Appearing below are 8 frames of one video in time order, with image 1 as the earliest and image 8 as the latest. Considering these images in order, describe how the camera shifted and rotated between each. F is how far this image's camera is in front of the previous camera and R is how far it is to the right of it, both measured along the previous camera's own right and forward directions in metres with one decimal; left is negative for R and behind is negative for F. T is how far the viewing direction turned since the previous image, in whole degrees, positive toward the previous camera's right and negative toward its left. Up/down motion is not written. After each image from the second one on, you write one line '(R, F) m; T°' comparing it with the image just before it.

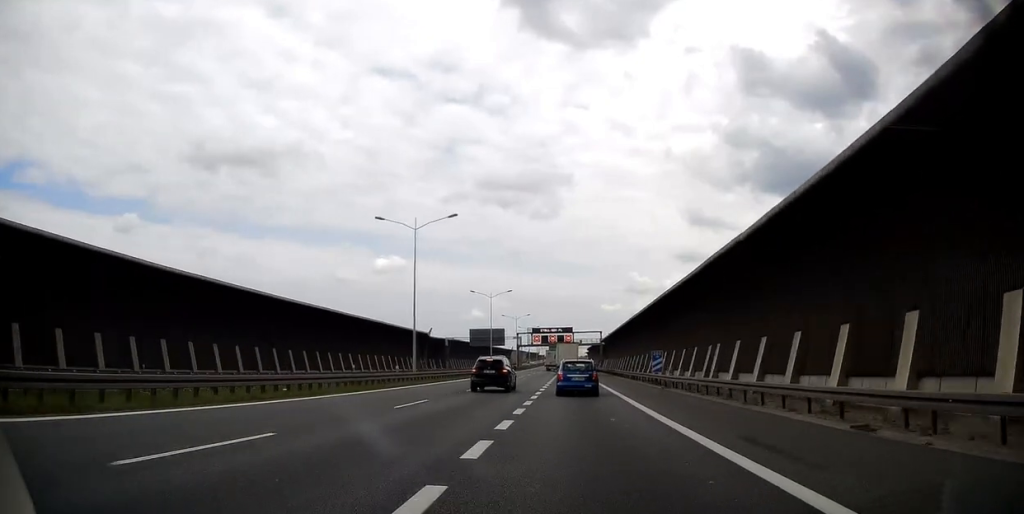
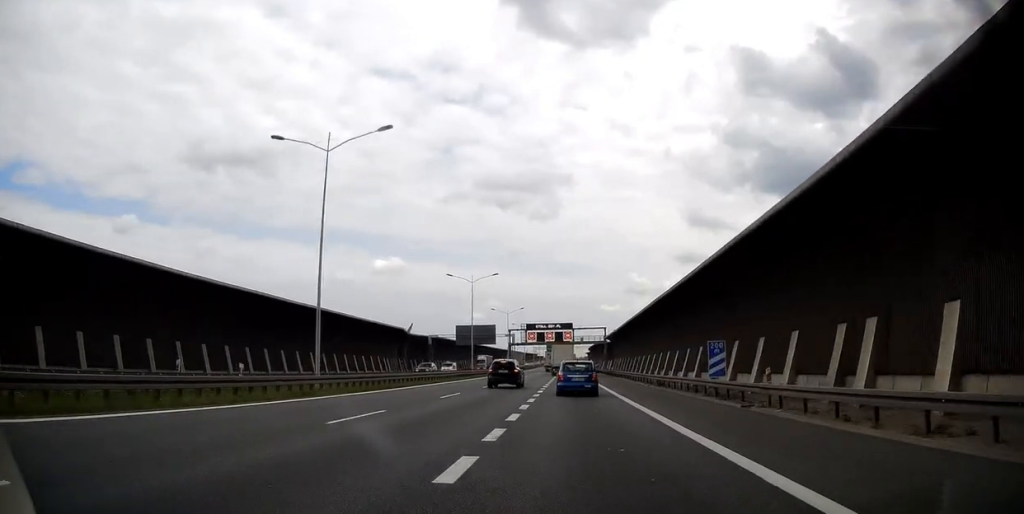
(0.0, +18.0) m; +1°
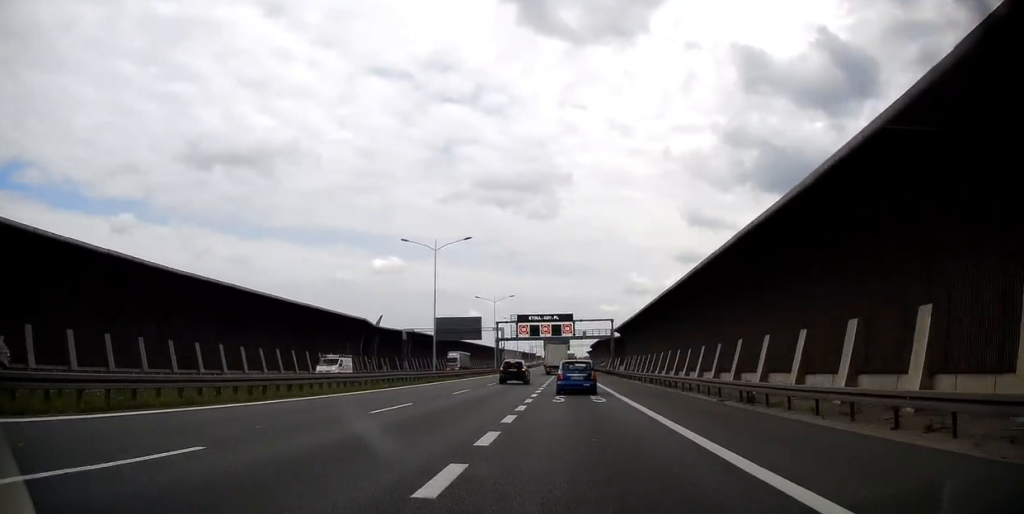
(+0.4, +21.0) m; 0°
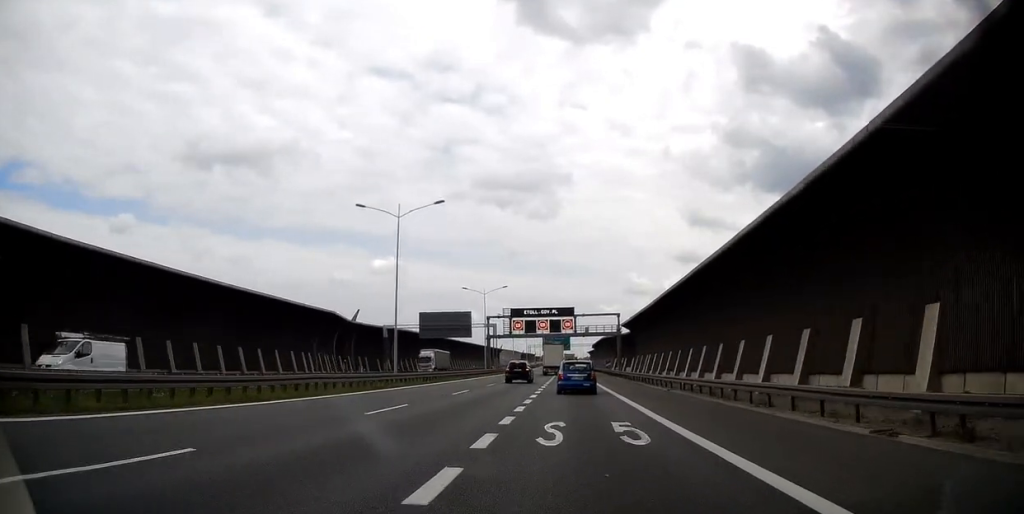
(-0.2, +12.4) m; -1°
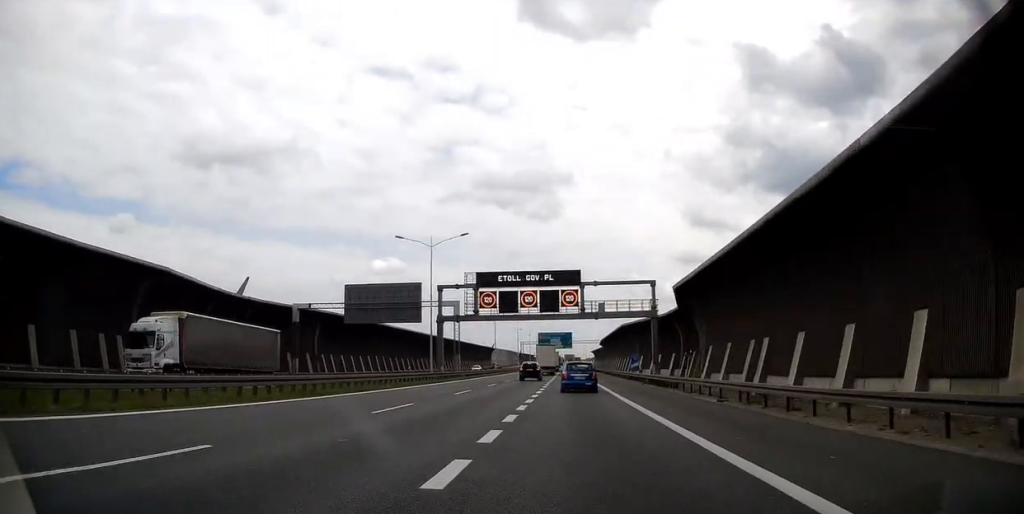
(-0.2, +35.6) m; +1°
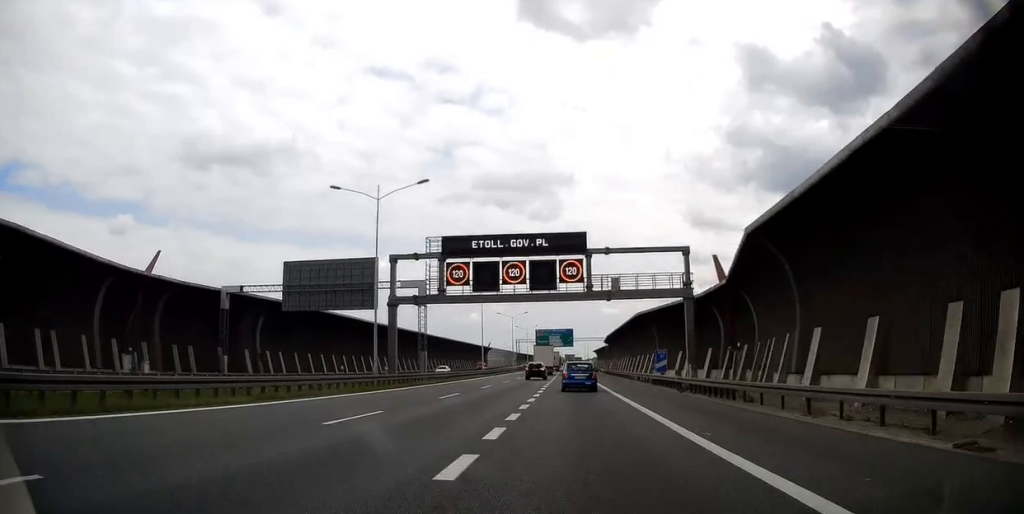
(+0.3, +15.5) m; 0°
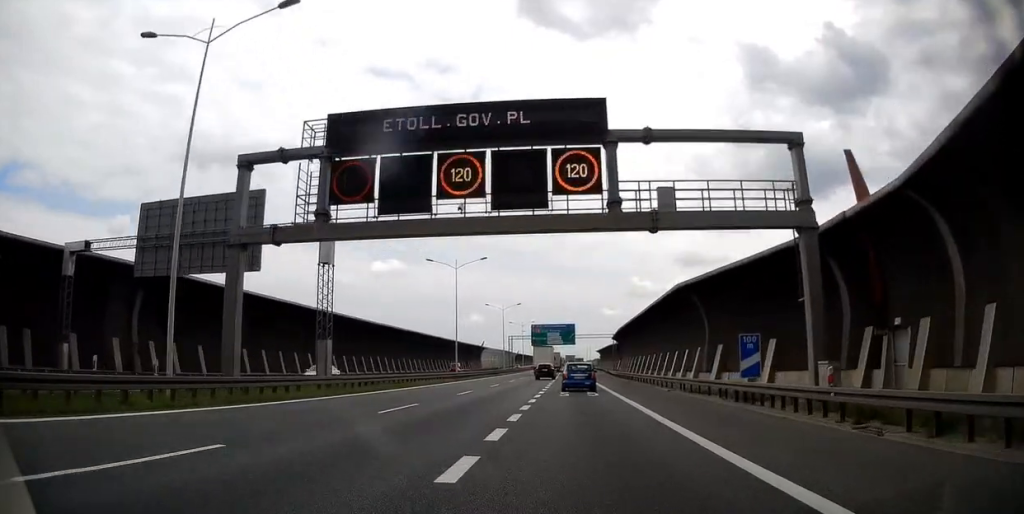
(-0.2, +20.3) m; 0°
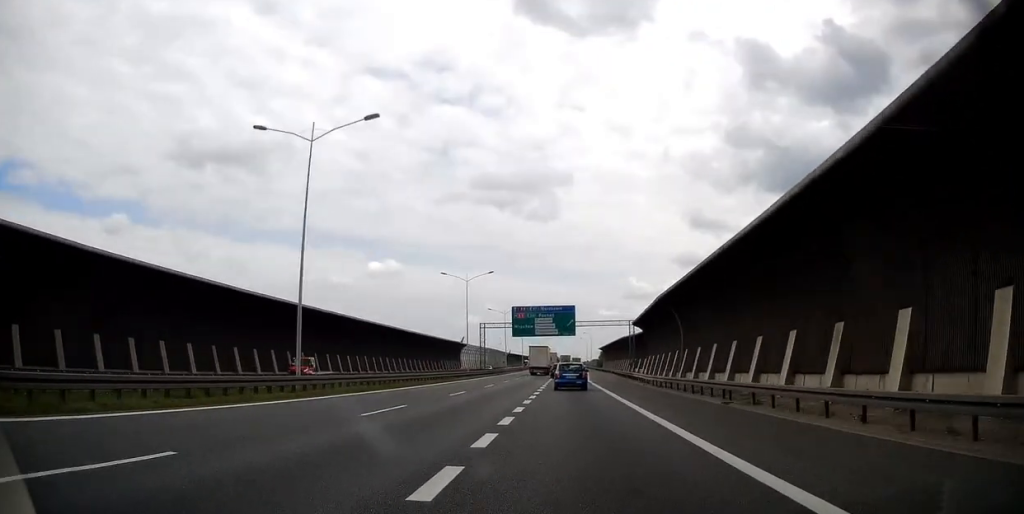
(+0.2, +37.3) m; 0°
